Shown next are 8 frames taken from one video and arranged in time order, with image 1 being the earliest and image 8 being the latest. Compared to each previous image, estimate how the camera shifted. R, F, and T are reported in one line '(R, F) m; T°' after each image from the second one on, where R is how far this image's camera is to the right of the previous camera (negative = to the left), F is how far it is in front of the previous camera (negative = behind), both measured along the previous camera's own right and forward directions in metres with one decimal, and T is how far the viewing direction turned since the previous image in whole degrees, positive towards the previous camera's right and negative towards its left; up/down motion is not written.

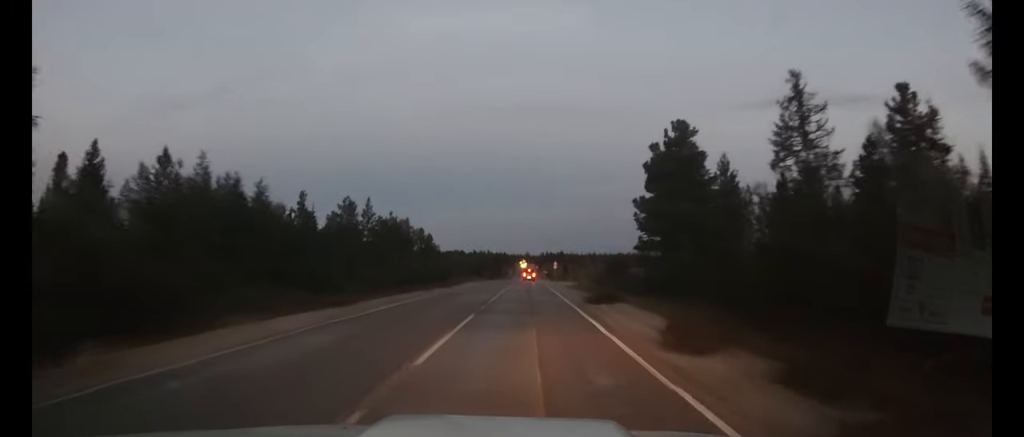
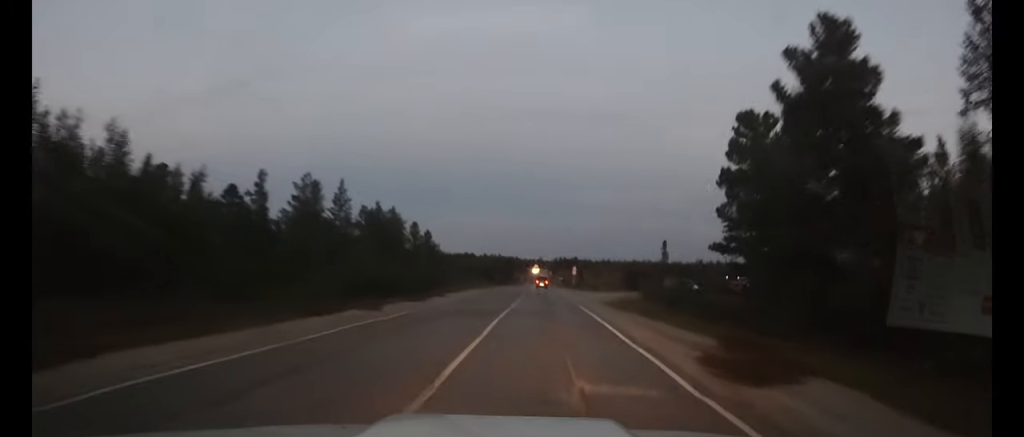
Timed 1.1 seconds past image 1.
(-0.1, +17.9) m; -1°
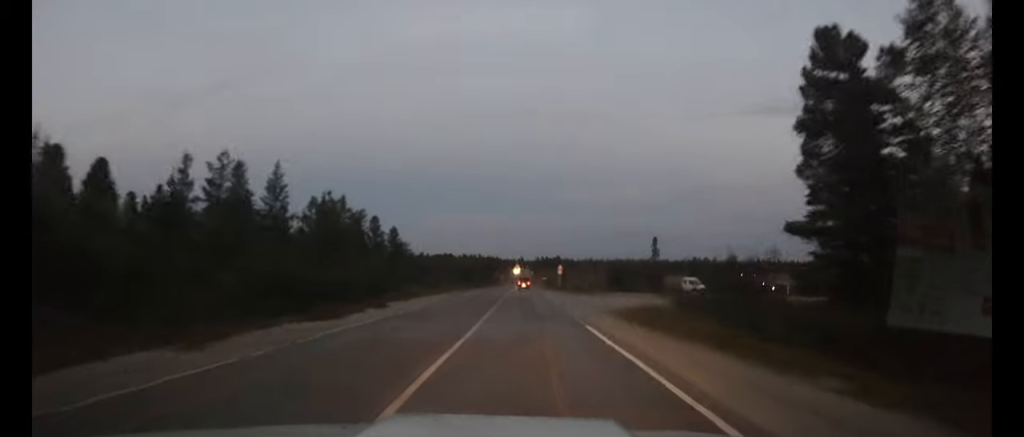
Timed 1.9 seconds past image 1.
(-0.1, +12.8) m; 0°
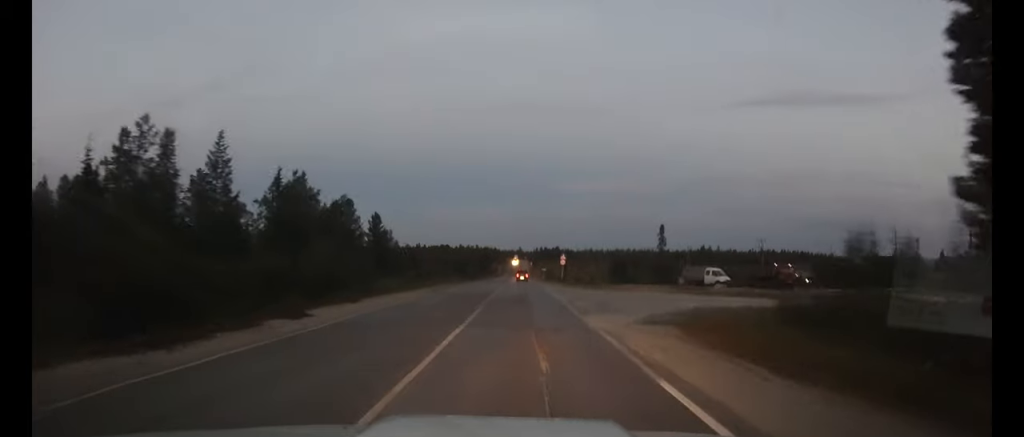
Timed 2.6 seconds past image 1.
(+0.1, +10.5) m; 0°
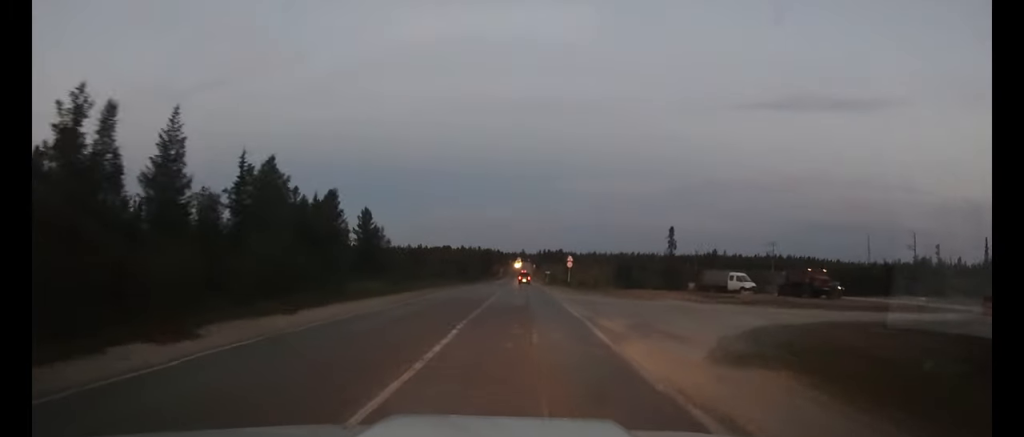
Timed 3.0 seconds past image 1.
(0.0, +7.3) m; 0°
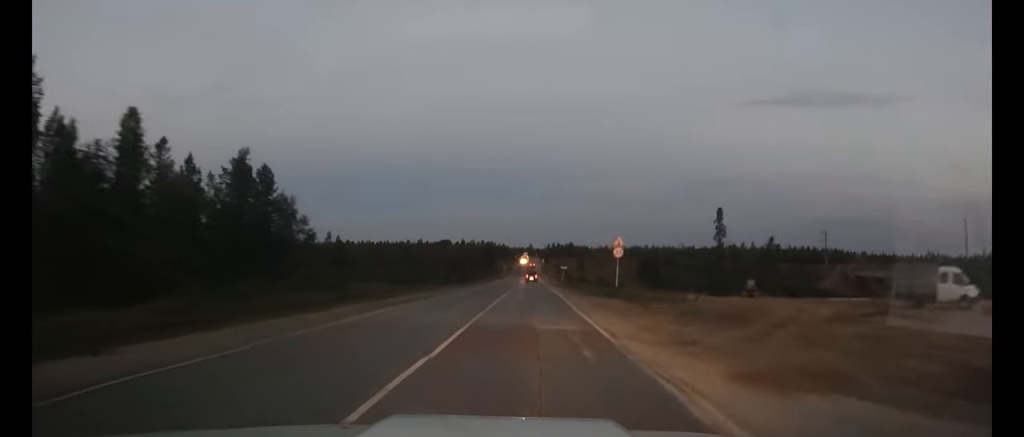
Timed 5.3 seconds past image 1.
(0.0, +34.0) m; 0°
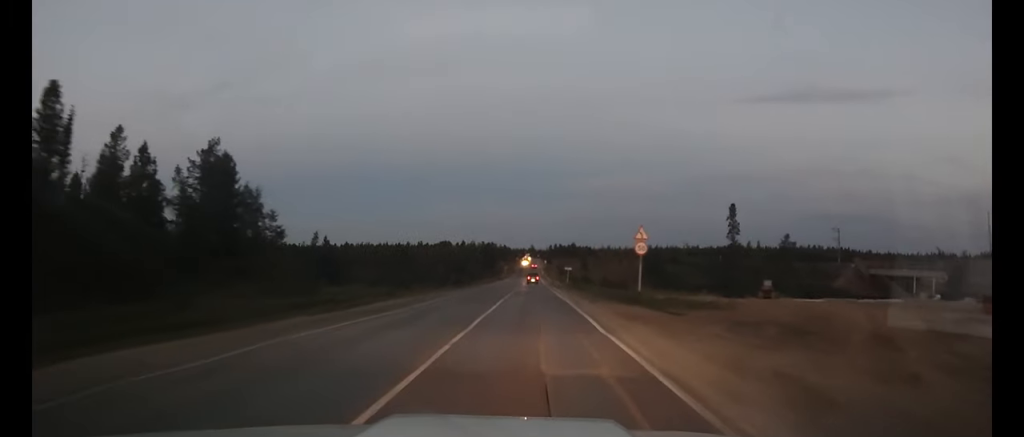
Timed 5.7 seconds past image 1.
(0.0, +7.0) m; 0°
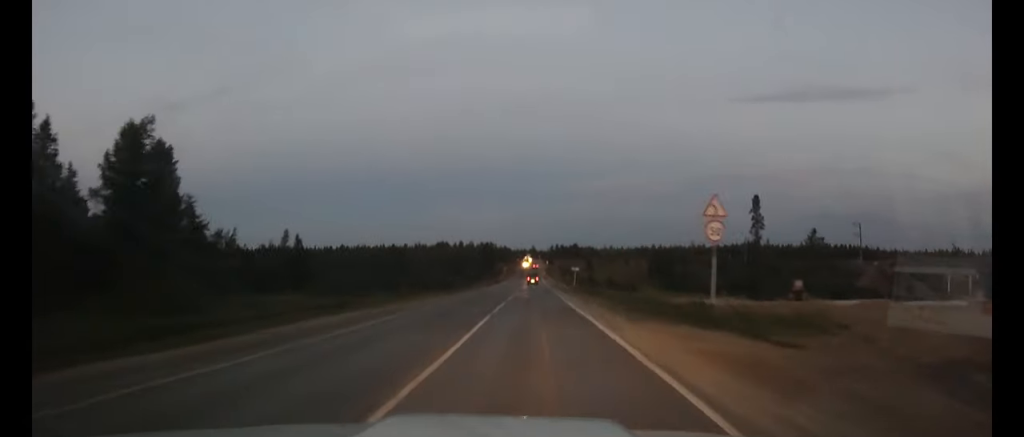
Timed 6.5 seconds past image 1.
(0.0, +12.0) m; 0°
